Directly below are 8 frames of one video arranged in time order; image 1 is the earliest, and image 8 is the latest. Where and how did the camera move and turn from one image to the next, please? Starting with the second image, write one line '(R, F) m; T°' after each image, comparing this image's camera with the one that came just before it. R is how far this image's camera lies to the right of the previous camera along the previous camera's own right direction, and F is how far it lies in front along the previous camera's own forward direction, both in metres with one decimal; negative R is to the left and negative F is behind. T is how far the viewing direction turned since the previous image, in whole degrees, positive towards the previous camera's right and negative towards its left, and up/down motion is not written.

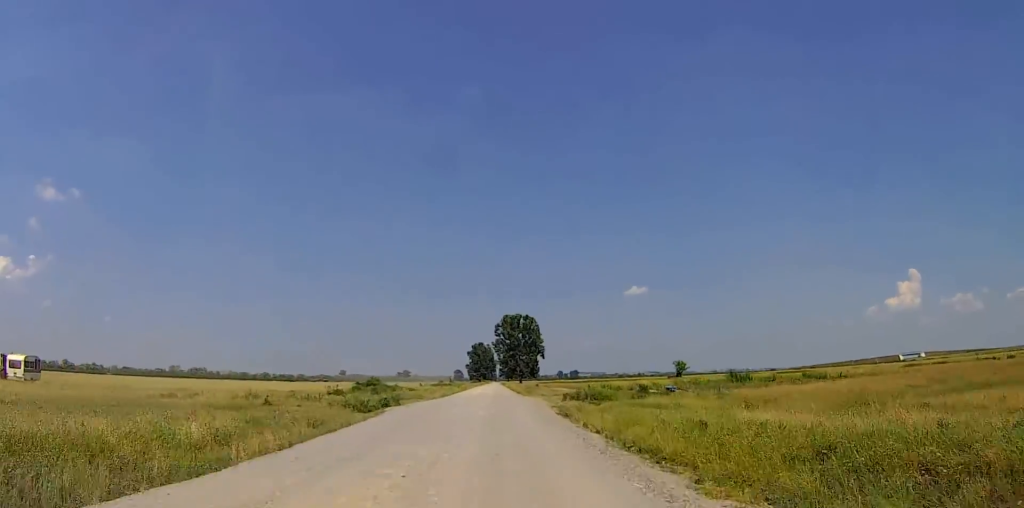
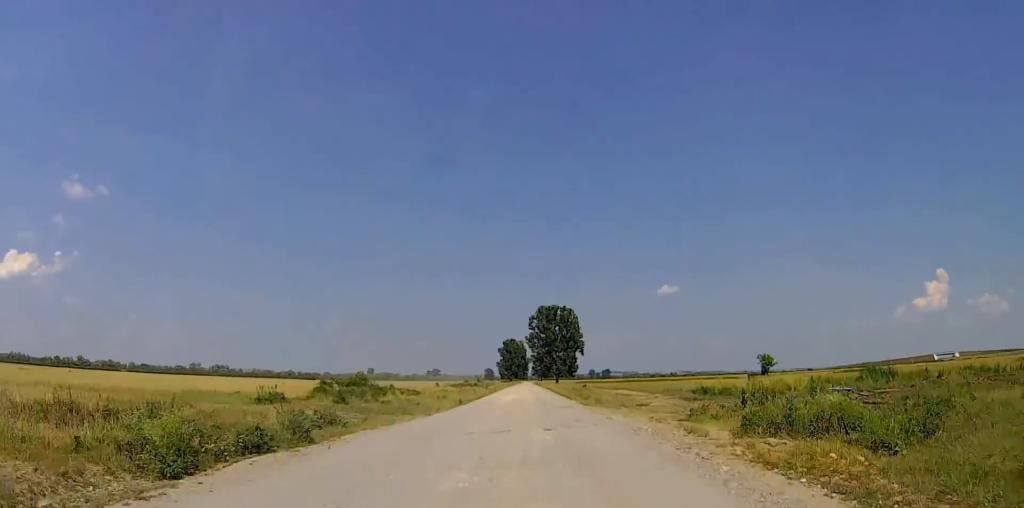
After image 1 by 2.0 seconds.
(-0.2, +21.6) m; 0°
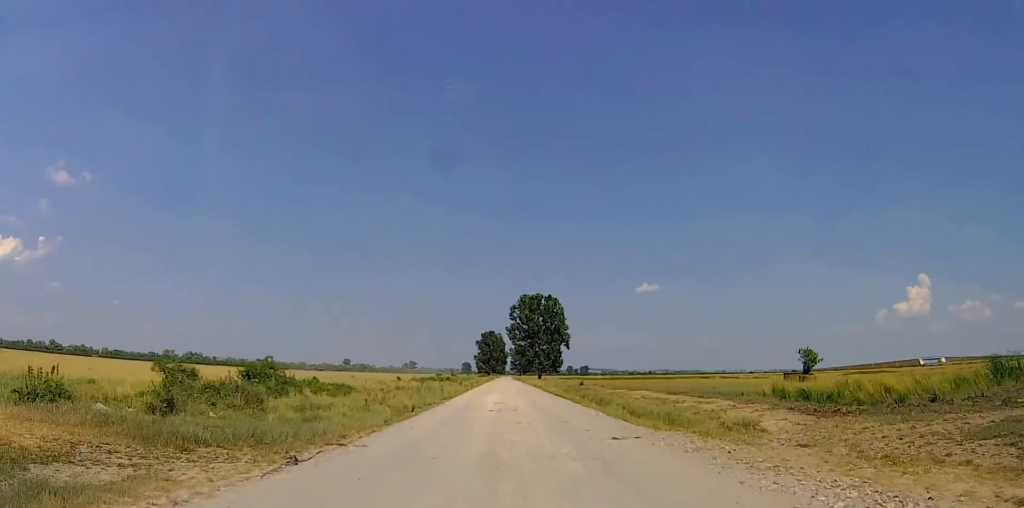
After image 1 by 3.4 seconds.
(0.0, +15.7) m; 0°
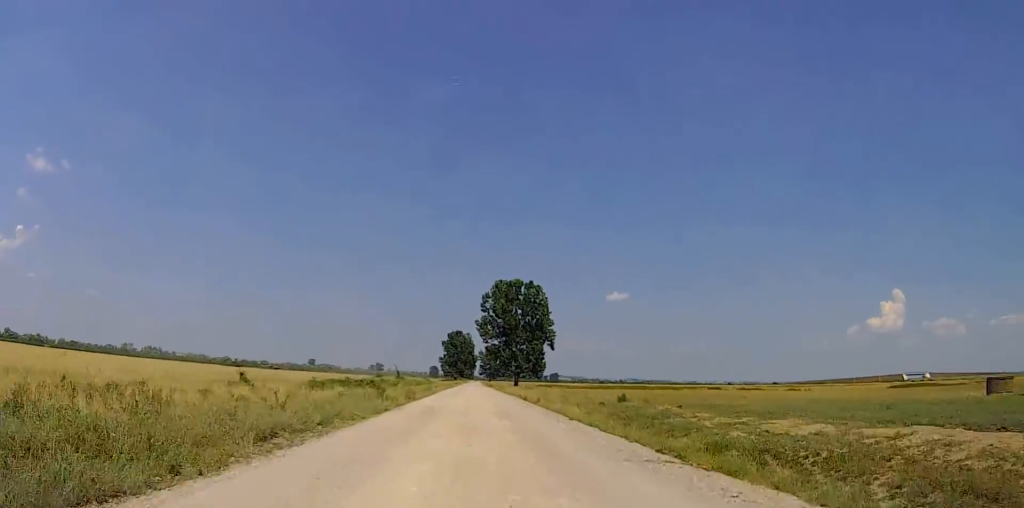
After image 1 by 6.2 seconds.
(+0.5, +32.7) m; +2°
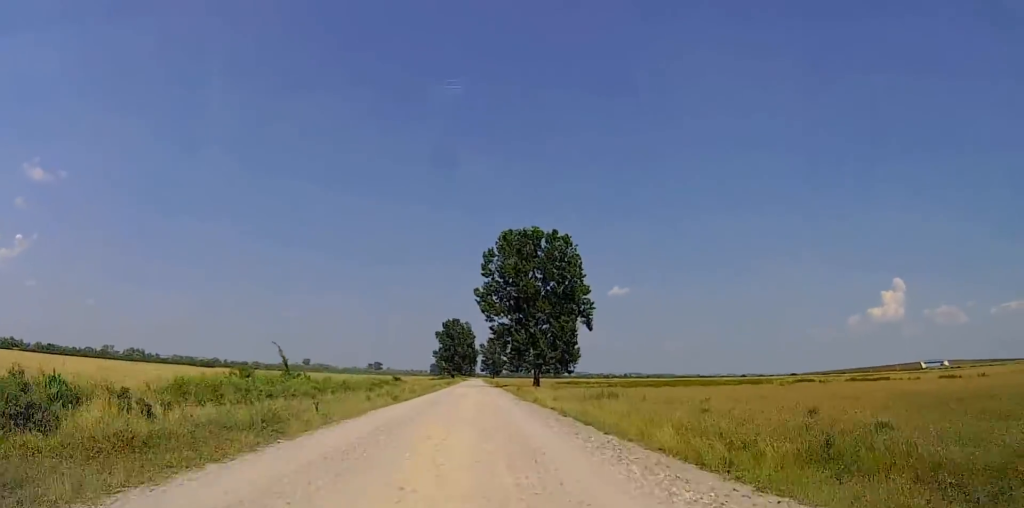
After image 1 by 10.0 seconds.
(+0.9, +44.9) m; +1°
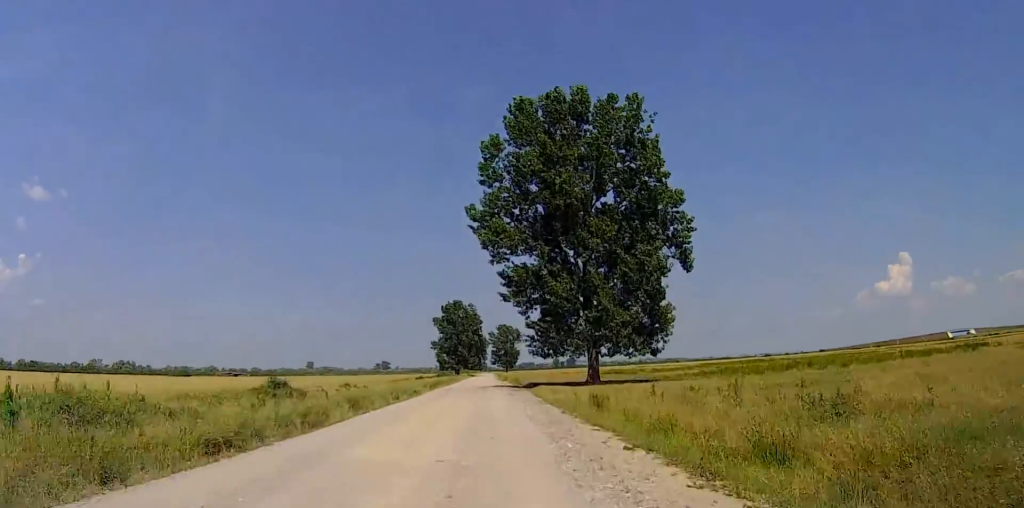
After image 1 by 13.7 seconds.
(-1.0, +45.2) m; -2°
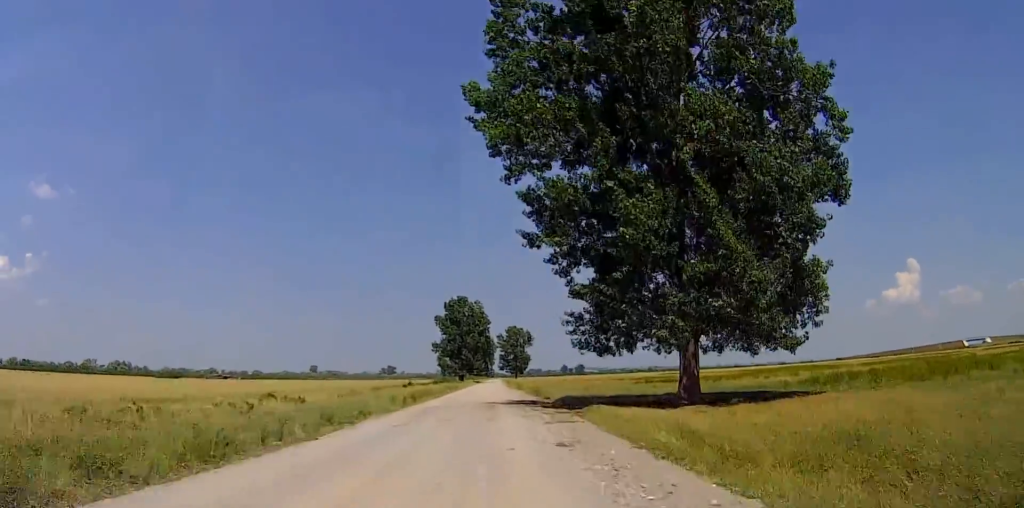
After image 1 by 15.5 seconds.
(-0.1, +22.6) m; 0°
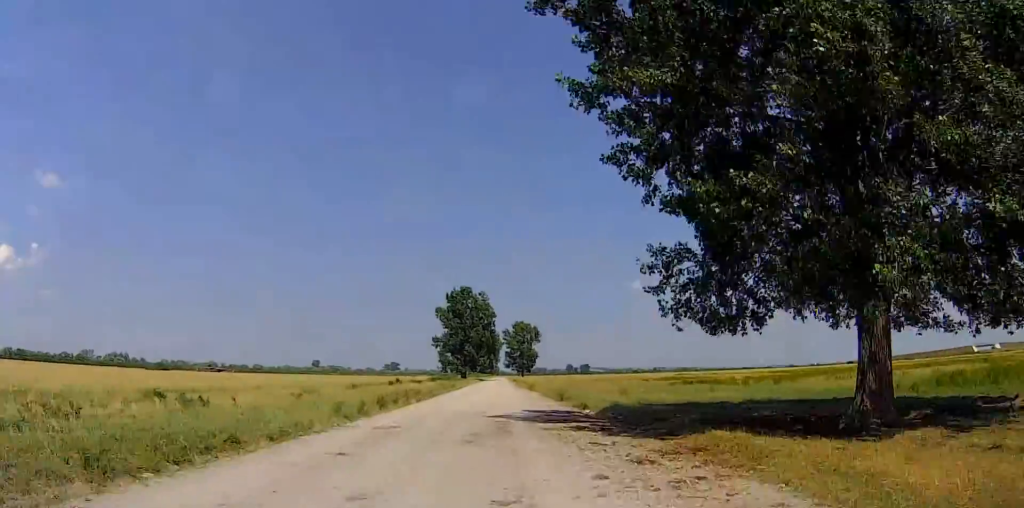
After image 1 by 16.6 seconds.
(+0.1, +13.8) m; 0°
